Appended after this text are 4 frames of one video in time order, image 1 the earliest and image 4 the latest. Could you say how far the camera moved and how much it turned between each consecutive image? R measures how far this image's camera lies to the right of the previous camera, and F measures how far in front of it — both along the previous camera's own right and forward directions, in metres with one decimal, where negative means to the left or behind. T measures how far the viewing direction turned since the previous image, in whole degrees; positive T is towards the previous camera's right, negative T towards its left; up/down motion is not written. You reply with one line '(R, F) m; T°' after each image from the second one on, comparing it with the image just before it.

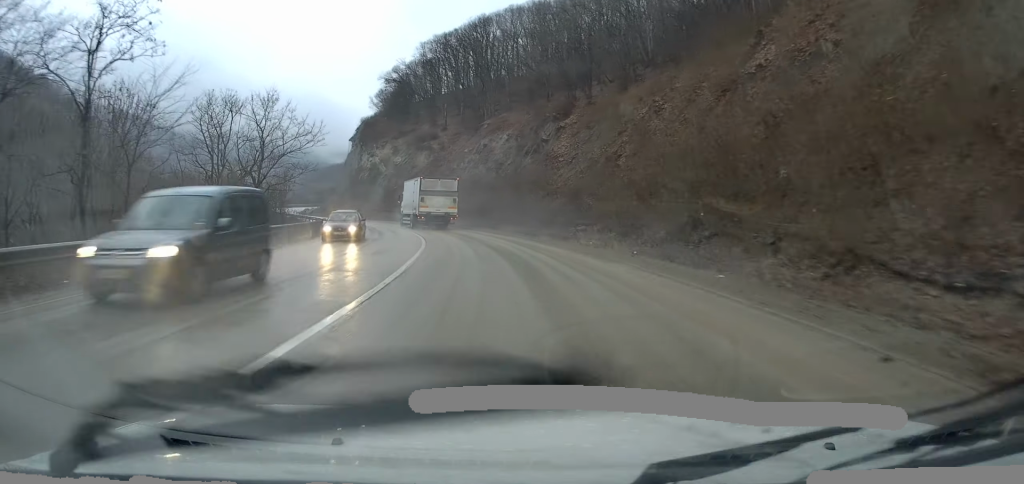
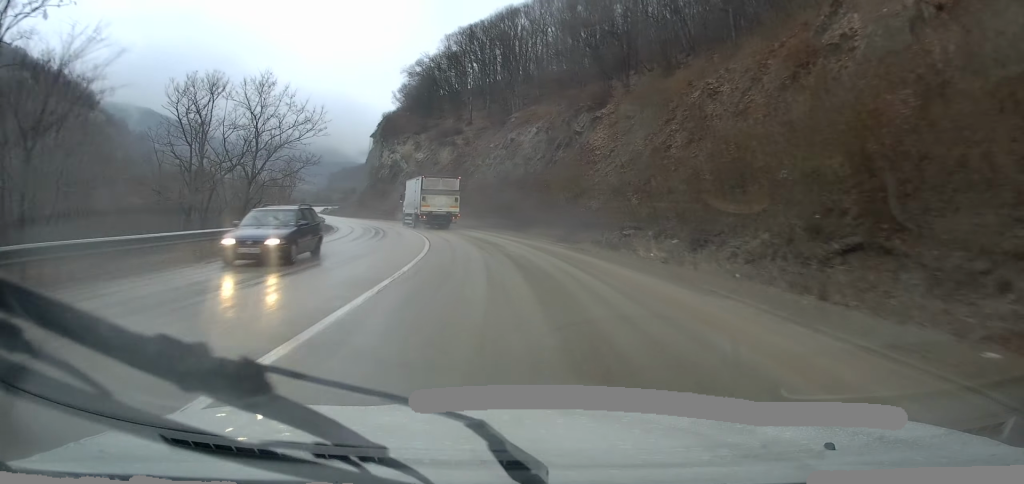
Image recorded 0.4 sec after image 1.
(-0.2, +6.3) m; -2°
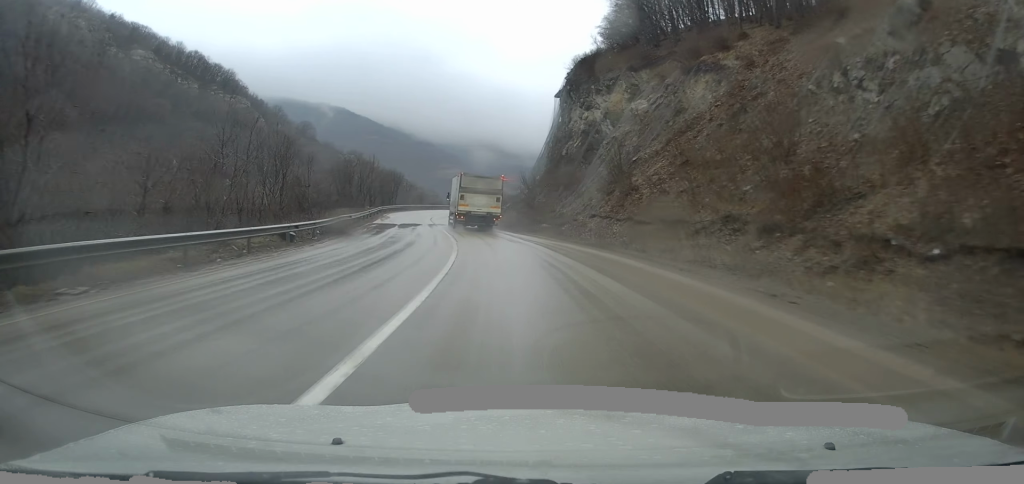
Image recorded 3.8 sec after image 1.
(-7.0, +49.0) m; -18°
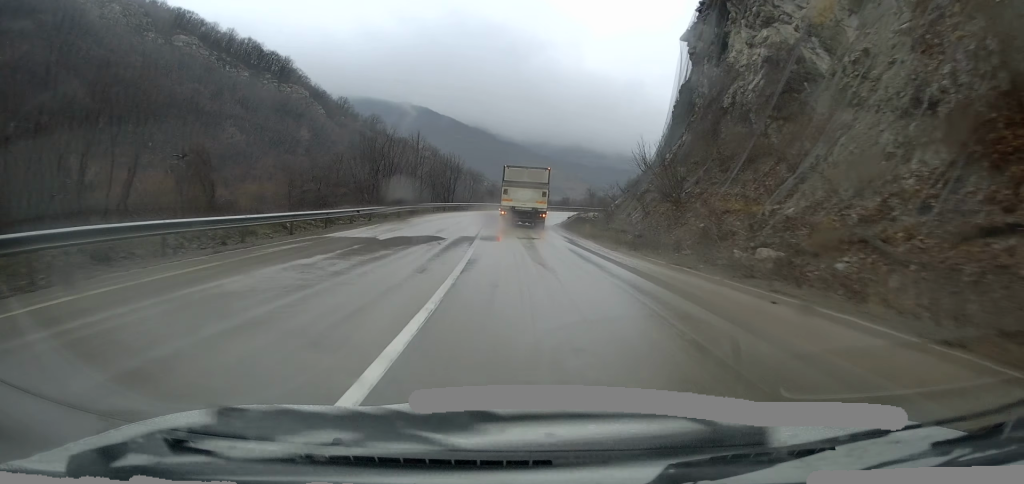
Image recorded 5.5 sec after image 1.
(-2.3, +27.0) m; -9°
